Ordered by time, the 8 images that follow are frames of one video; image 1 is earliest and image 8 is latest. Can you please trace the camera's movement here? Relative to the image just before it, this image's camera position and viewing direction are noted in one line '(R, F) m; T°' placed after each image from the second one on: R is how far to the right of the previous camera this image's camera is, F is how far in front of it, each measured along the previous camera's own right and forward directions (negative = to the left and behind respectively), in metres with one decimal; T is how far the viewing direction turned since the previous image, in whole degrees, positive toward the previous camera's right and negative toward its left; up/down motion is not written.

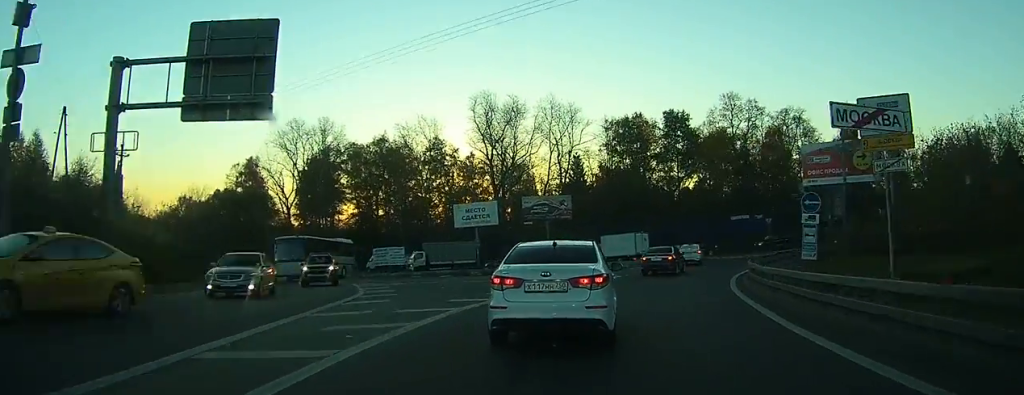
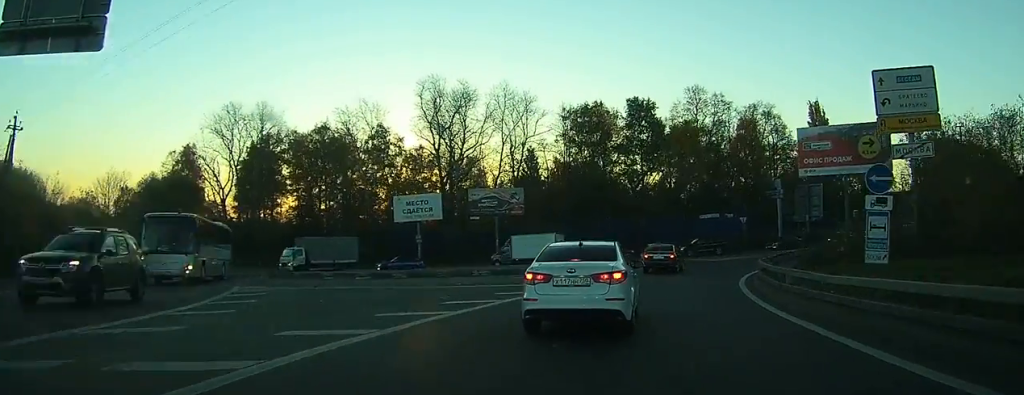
(+0.5, +9.3) m; +6°
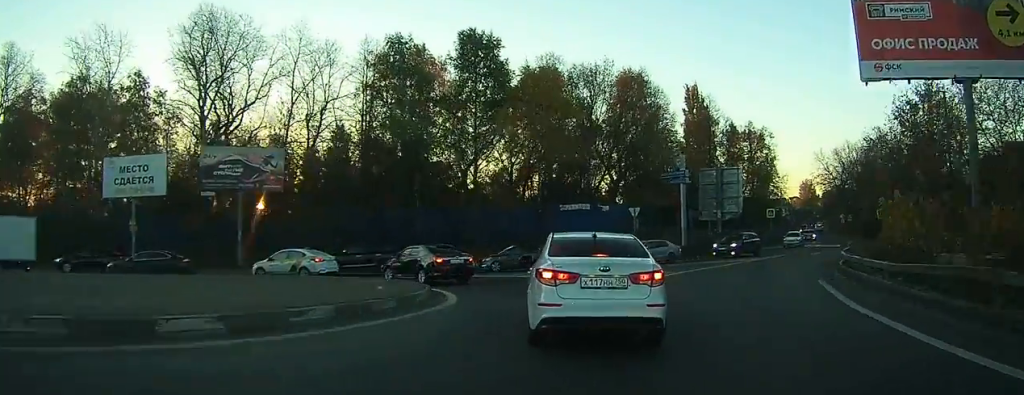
(+3.2, +23.5) m; +15°
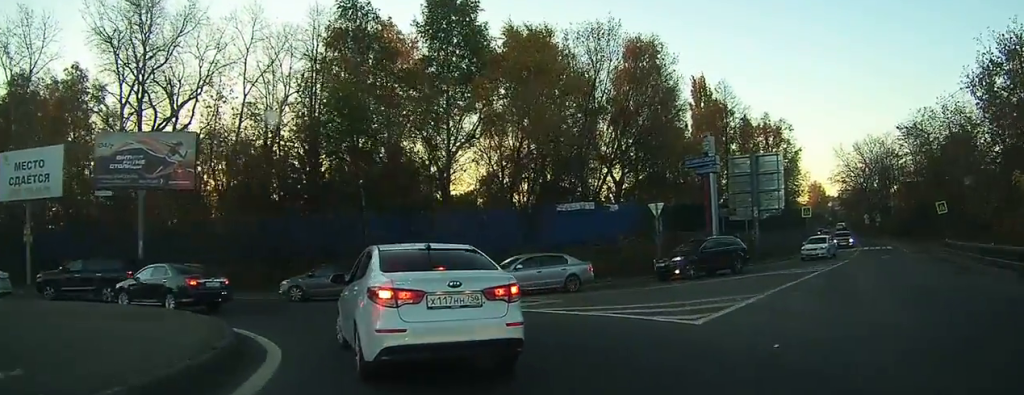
(+0.6, +11.5) m; +2°
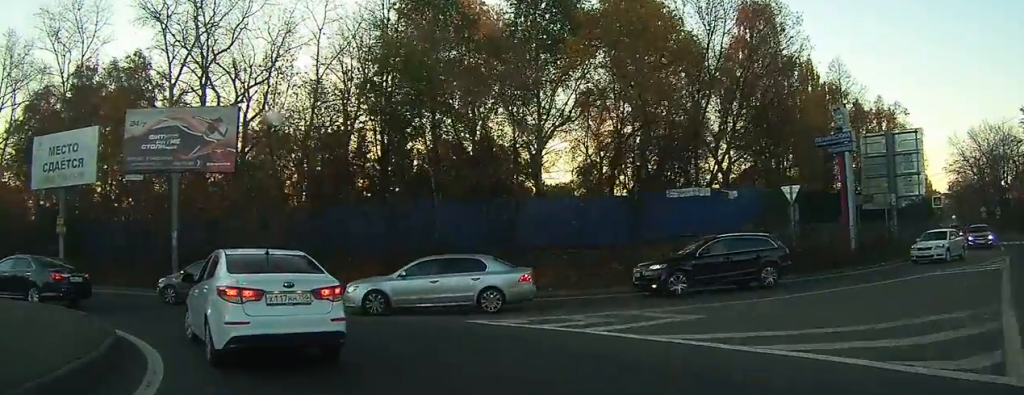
(-0.1, +7.3) m; -10°
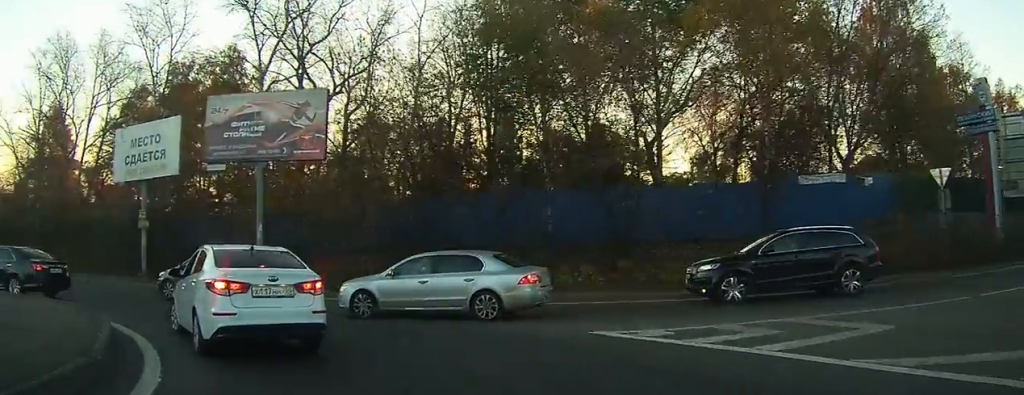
(-0.2, +3.1) m; -9°
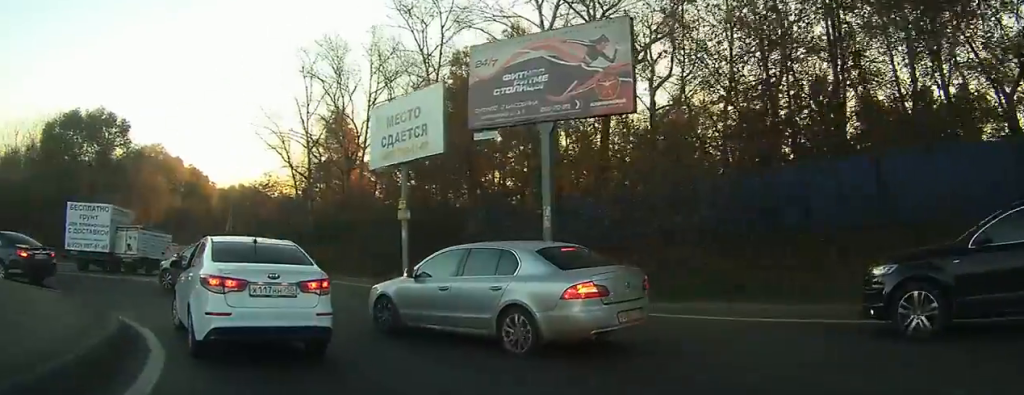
(-1.4, +6.7) m; -24°
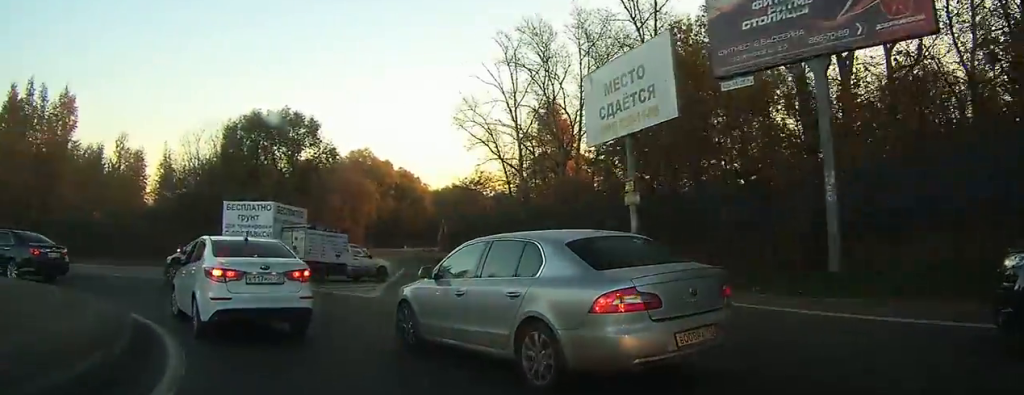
(-0.8, +4.7) m; -18°
